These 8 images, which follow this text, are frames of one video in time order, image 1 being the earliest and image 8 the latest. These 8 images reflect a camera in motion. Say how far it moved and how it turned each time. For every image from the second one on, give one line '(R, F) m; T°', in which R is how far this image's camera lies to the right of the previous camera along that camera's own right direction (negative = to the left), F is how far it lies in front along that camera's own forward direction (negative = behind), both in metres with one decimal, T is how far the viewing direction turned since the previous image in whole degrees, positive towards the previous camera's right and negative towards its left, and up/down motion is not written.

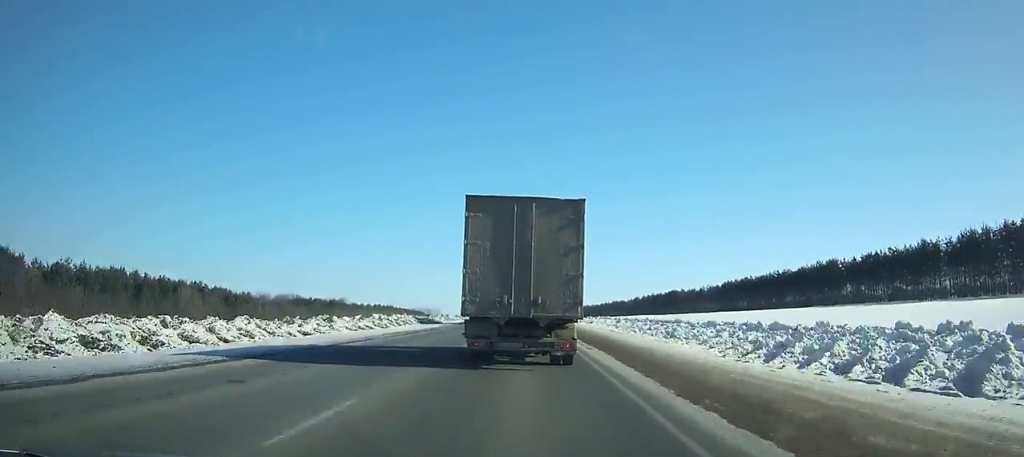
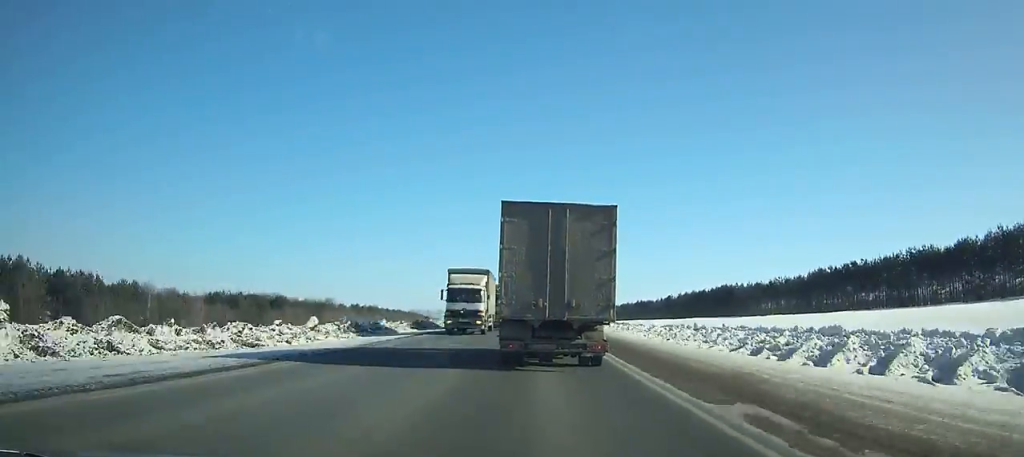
(-0.7, +50.6) m; -1°
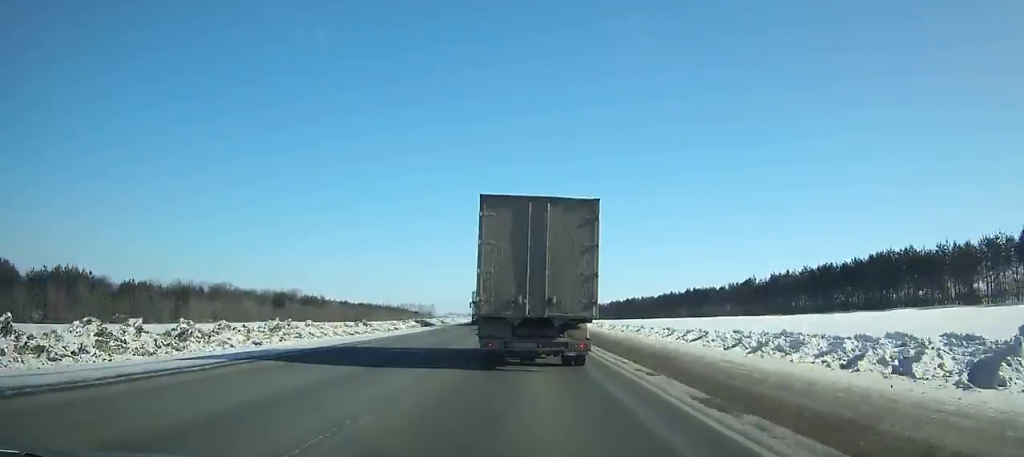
(-0.8, +79.0) m; -1°
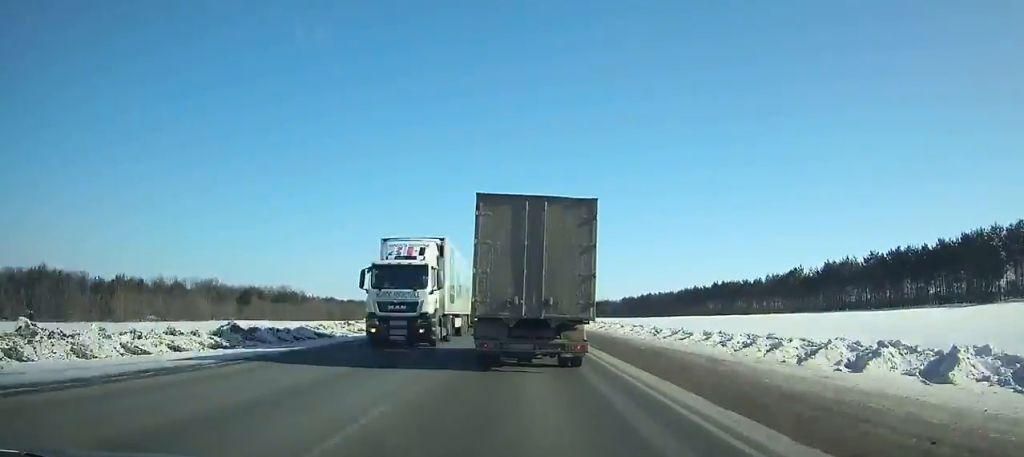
(-0.2, +23.0) m; -1°
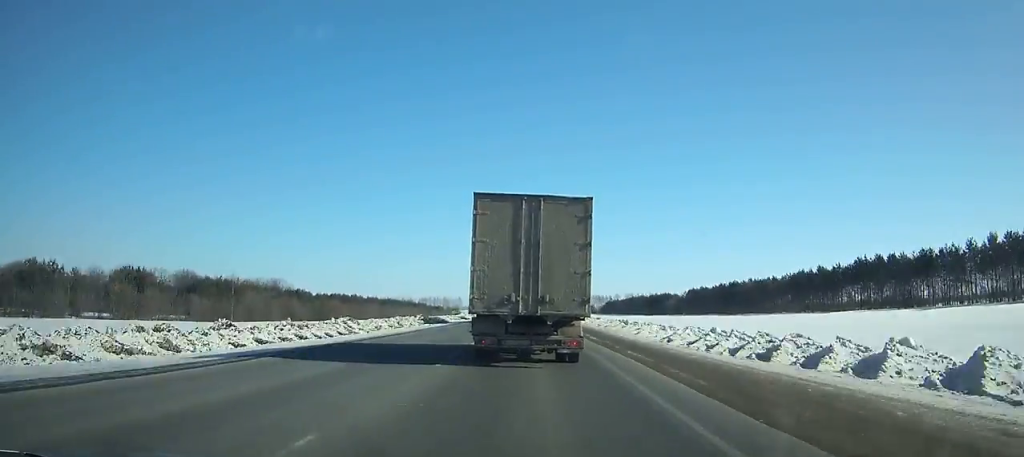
(-0.8, +60.7) m; -2°
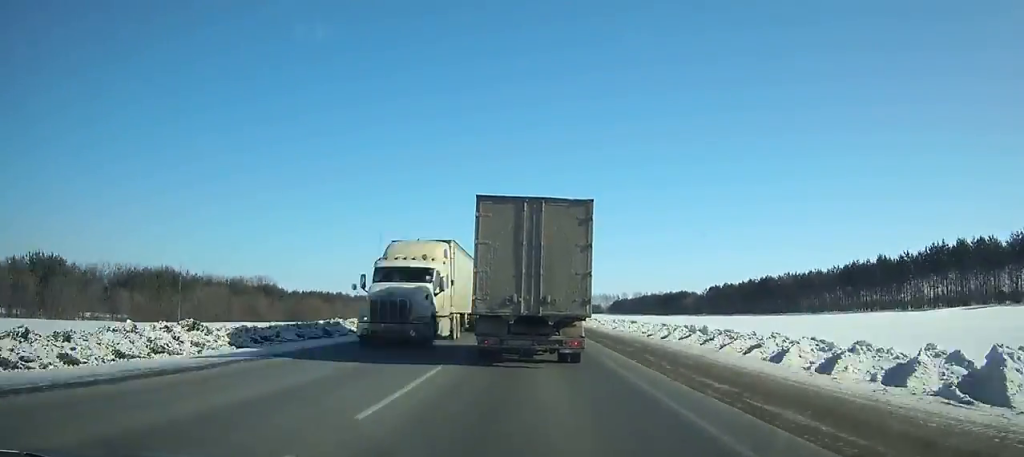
(-0.1, +21.7) m; 0°
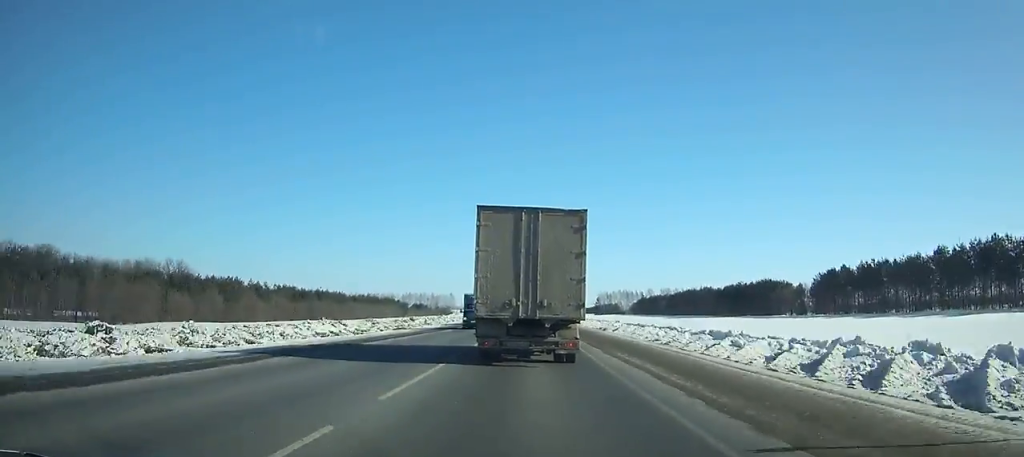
(-0.7, +78.5) m; -1°
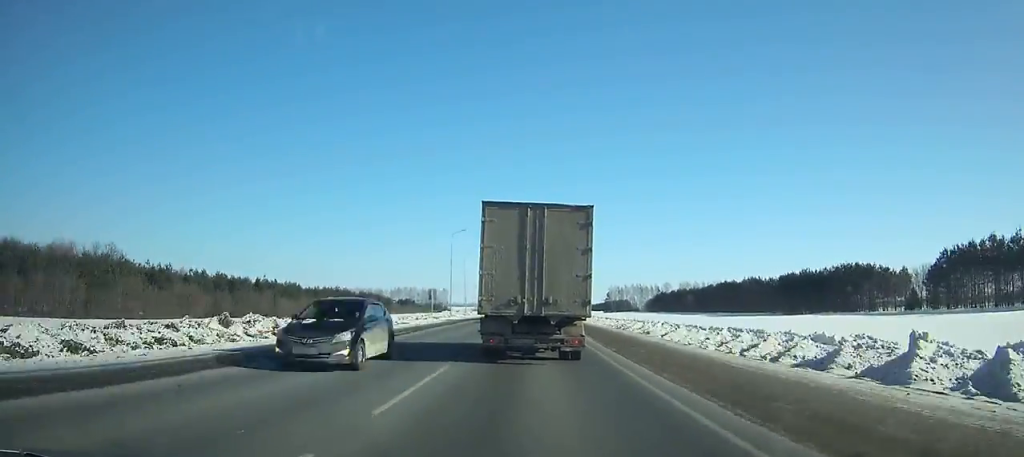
(-0.1, +40.5) m; 0°
